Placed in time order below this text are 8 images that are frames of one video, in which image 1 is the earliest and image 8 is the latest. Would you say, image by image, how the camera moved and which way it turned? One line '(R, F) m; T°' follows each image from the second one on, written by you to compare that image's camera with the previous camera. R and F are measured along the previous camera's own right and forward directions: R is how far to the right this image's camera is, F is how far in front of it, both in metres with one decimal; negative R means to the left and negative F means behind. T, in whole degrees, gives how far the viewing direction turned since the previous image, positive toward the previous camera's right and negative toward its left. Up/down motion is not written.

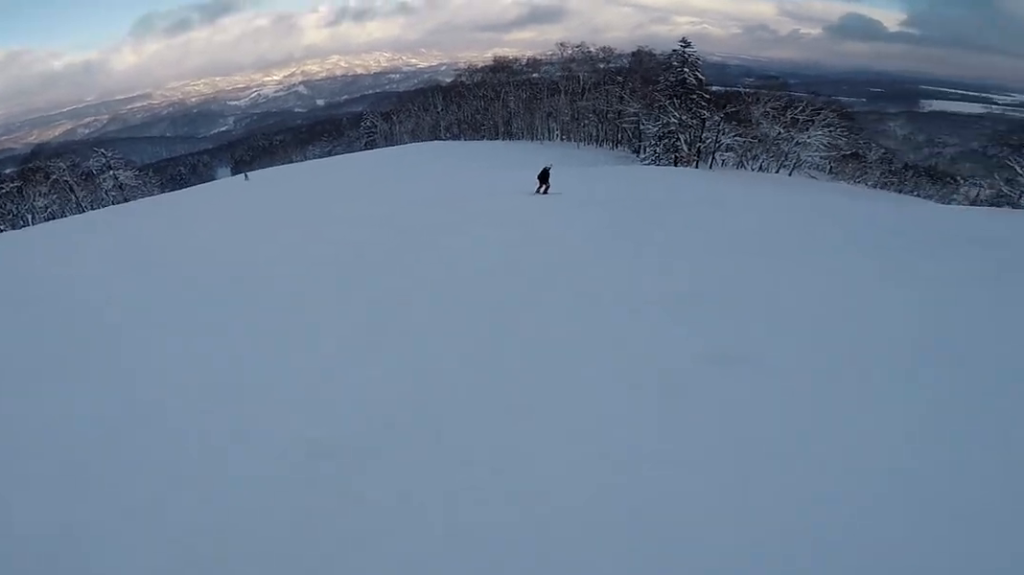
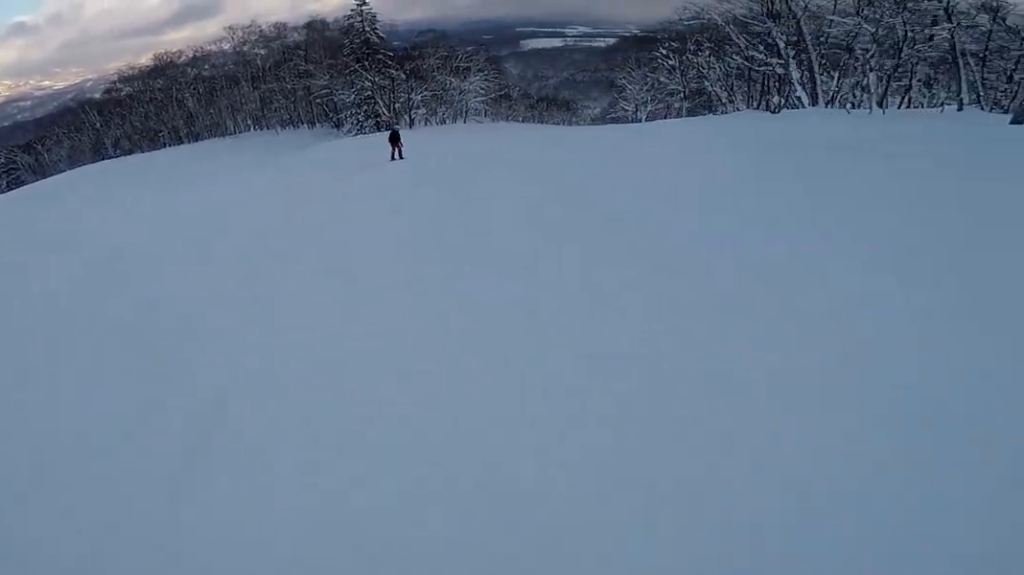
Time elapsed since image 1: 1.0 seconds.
(+1.1, +5.5) m; +15°
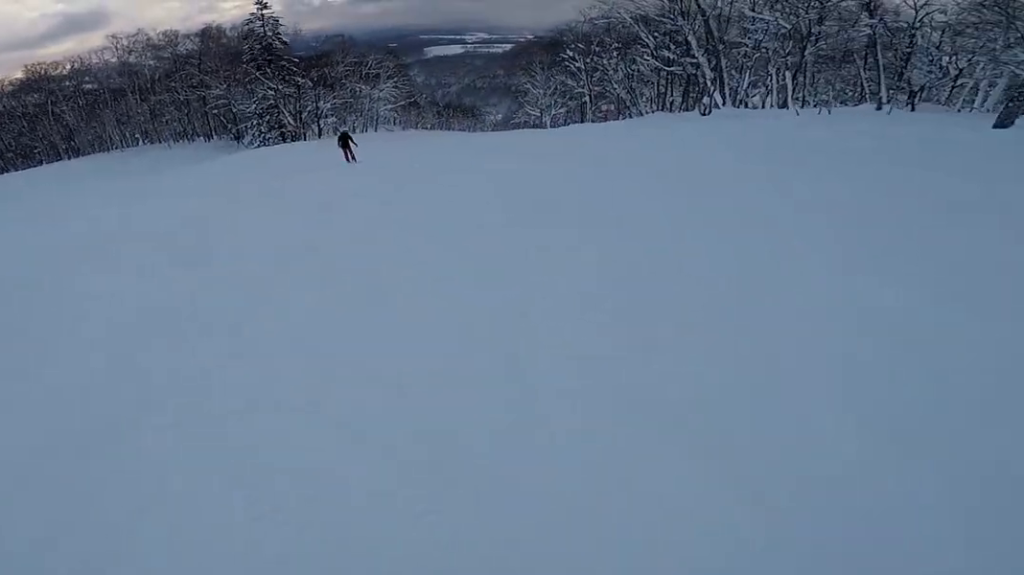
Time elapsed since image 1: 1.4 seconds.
(+0.1, +2.7) m; +7°
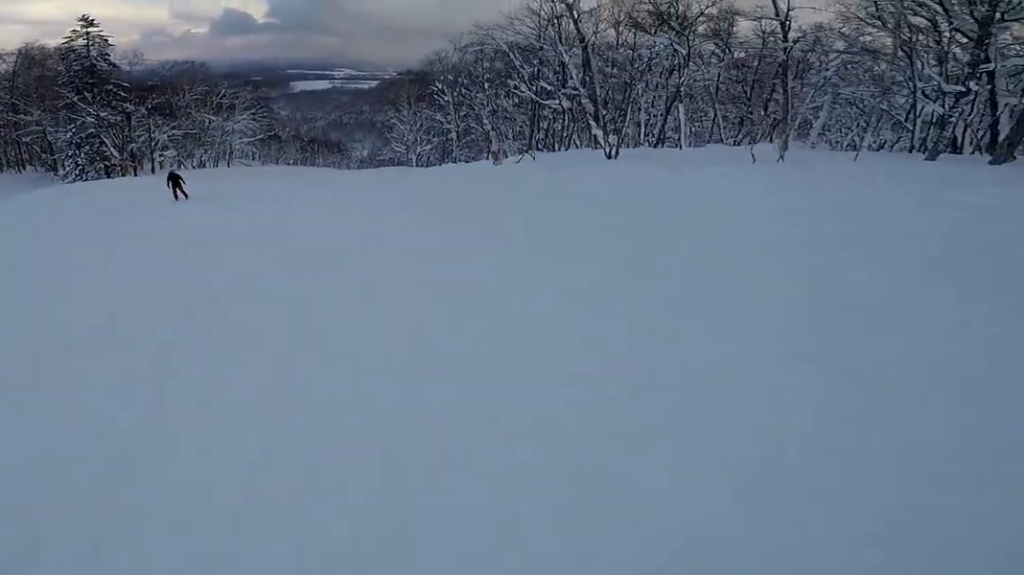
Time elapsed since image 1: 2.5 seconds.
(+0.6, +6.0) m; +7°
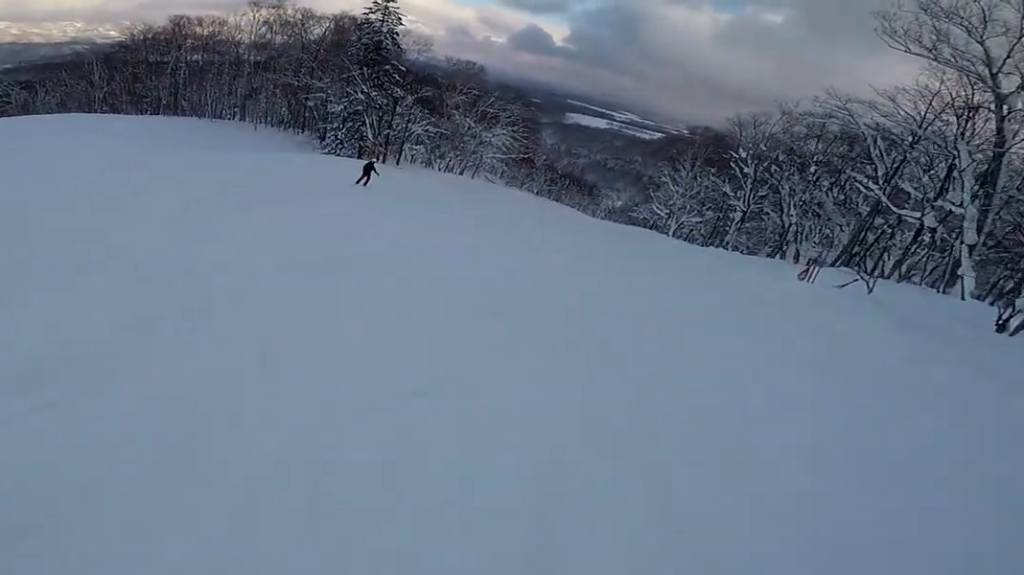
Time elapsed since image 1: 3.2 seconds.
(+1.1, +4.0) m; -10°
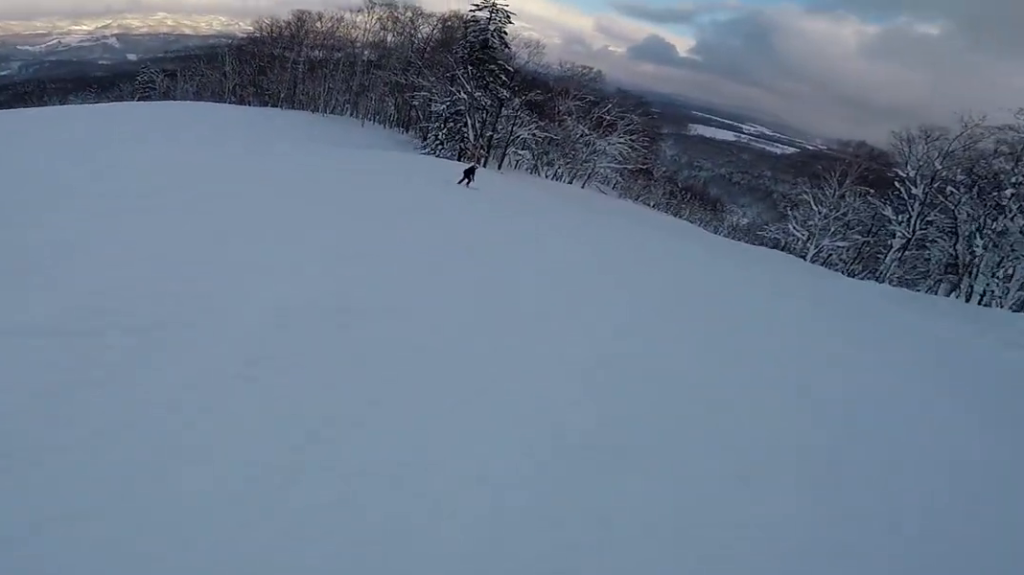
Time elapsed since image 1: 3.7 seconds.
(-1.2, +2.7) m; -7°
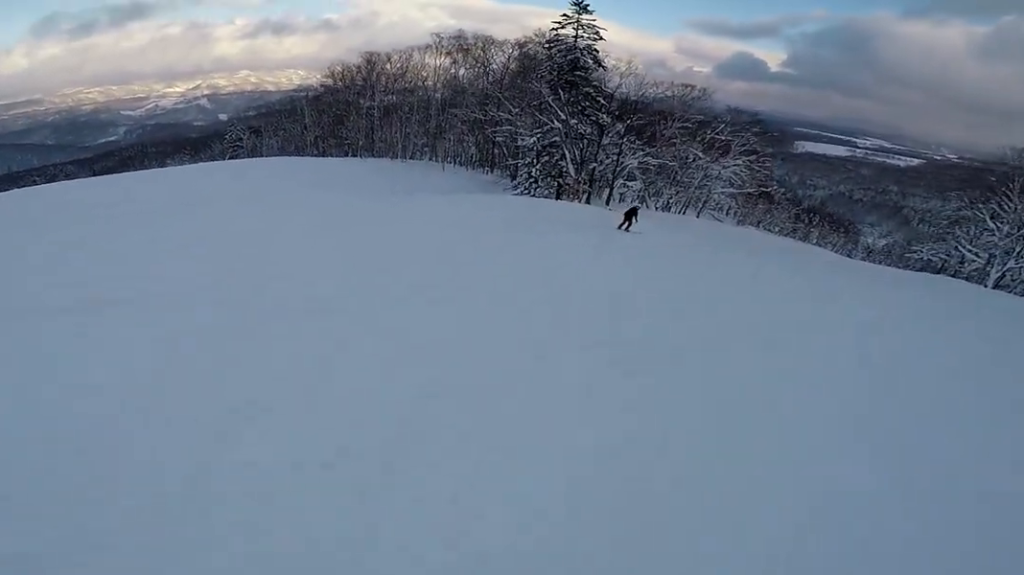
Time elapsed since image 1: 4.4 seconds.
(-0.8, +4.4) m; -4°
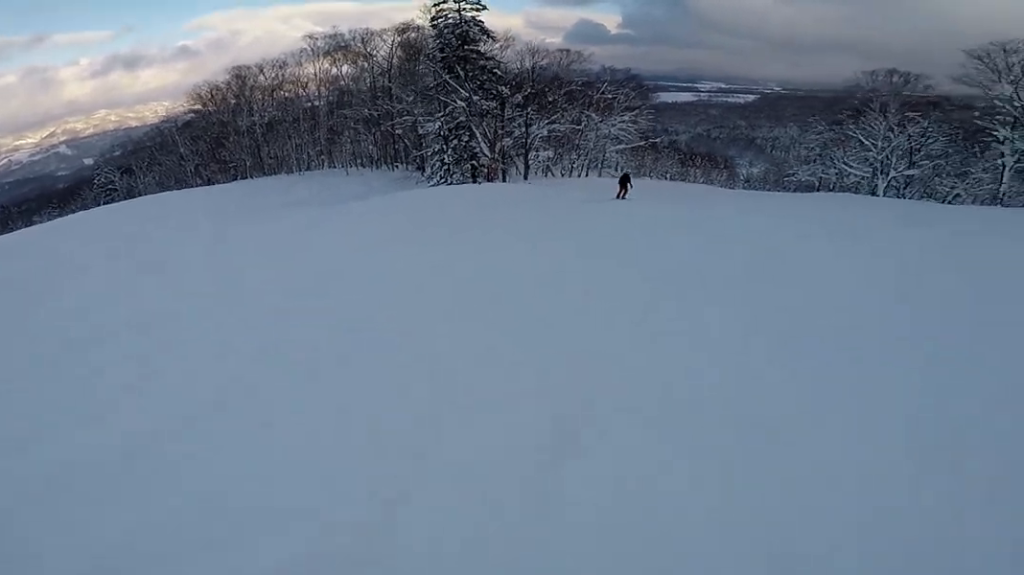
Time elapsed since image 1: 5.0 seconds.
(+0.5, +3.8) m; +8°
